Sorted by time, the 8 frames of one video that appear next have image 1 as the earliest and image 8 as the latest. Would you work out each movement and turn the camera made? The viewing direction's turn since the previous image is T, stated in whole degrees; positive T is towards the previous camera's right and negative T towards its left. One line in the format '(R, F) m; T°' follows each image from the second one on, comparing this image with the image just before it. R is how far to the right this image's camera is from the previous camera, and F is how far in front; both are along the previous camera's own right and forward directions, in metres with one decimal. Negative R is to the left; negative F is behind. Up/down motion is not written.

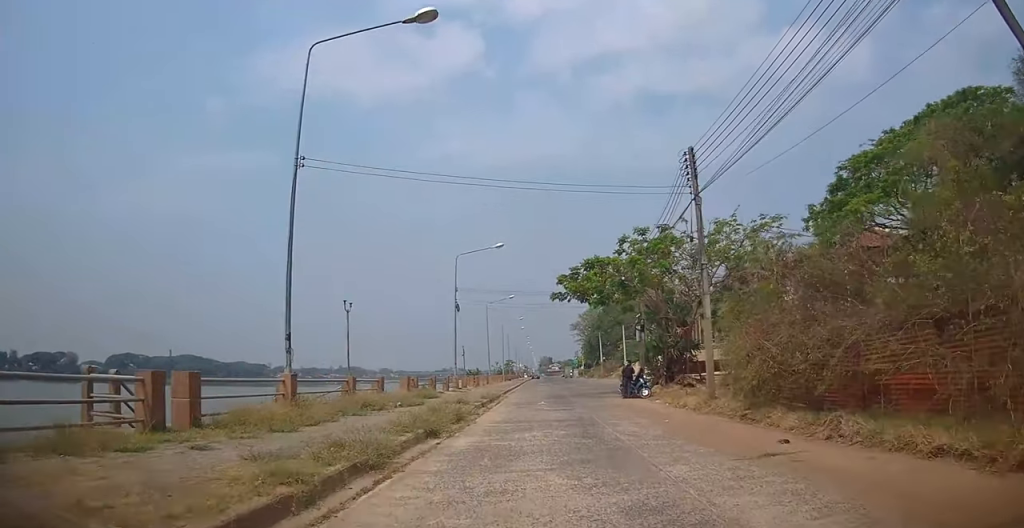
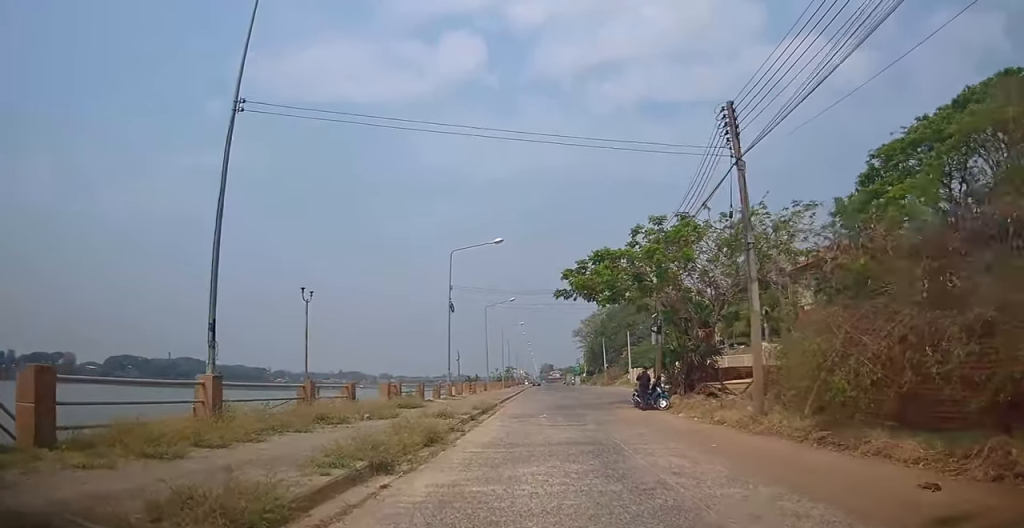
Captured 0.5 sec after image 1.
(-0.1, +3.3) m; 0°
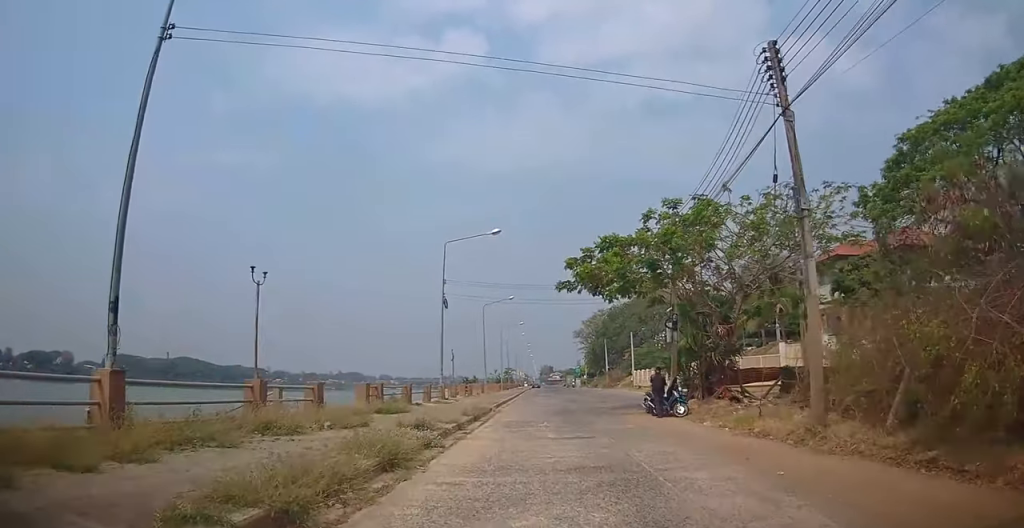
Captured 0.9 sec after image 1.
(0.0, +2.7) m; 0°
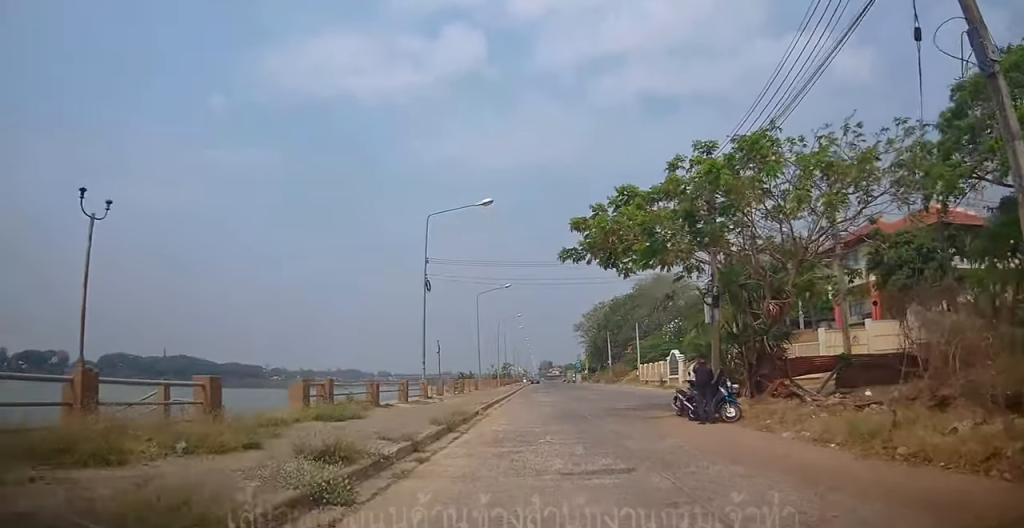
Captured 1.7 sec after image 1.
(+0.1, +5.1) m; -1°
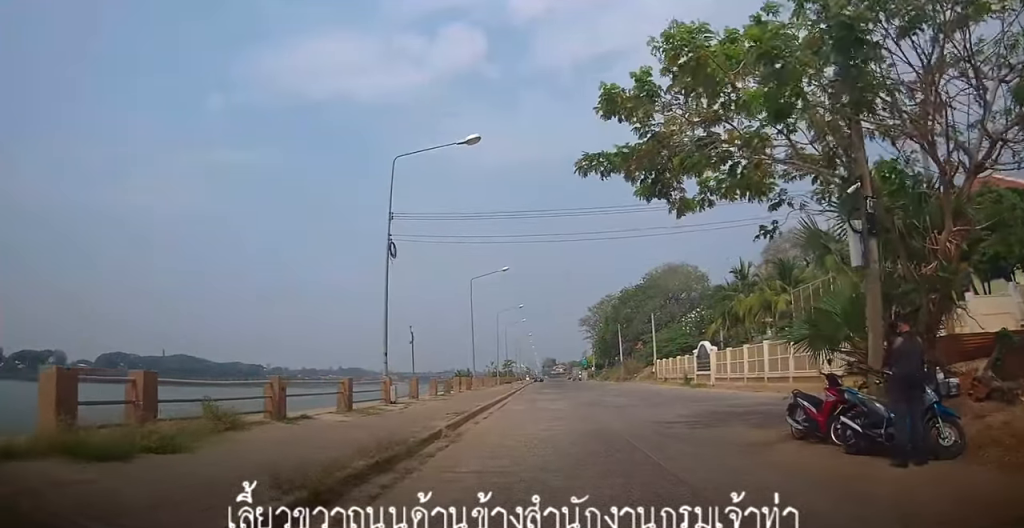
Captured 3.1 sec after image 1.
(-0.3, +8.2) m; -6°
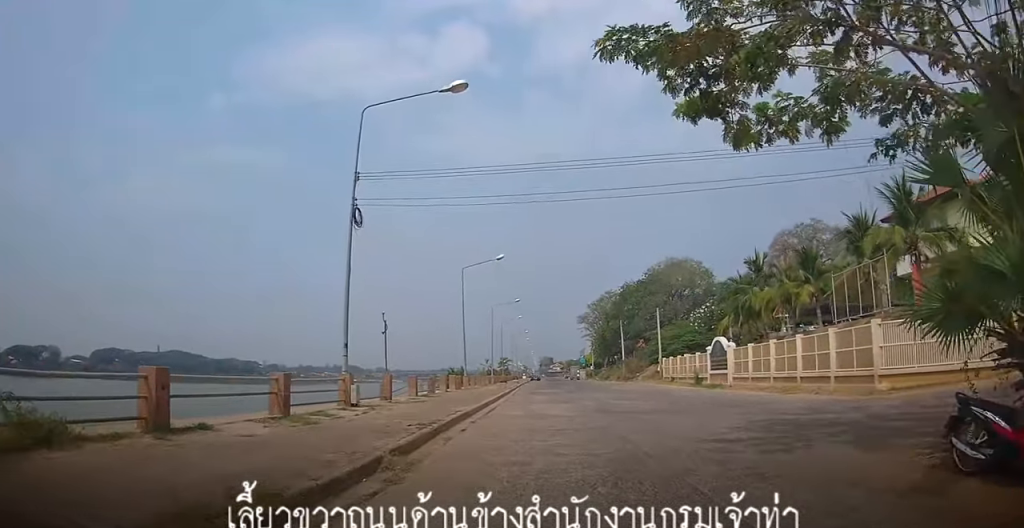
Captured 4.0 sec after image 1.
(-0.2, +4.9) m; -1°
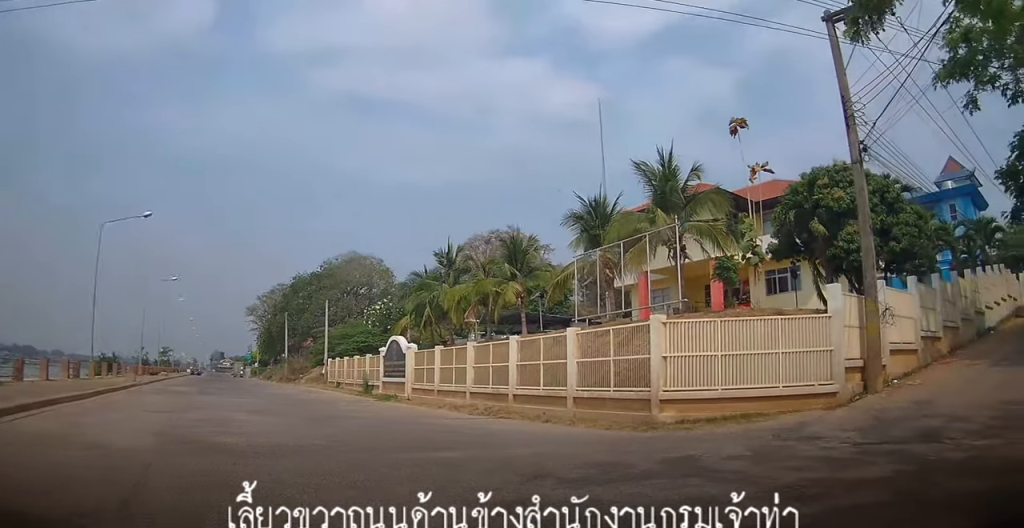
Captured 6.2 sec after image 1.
(+1.7, +9.3) m; +31°
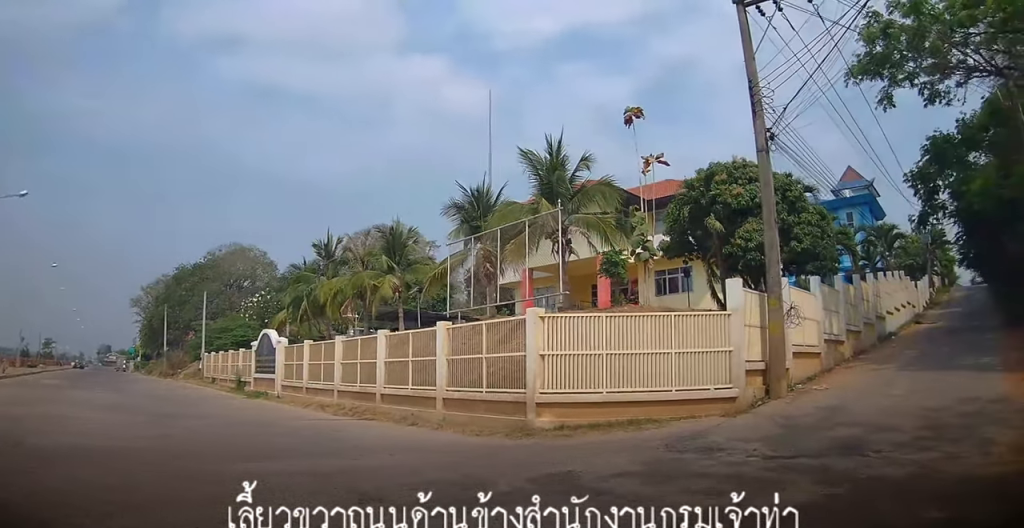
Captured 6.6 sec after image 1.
(+0.1, +1.5) m; +8°
